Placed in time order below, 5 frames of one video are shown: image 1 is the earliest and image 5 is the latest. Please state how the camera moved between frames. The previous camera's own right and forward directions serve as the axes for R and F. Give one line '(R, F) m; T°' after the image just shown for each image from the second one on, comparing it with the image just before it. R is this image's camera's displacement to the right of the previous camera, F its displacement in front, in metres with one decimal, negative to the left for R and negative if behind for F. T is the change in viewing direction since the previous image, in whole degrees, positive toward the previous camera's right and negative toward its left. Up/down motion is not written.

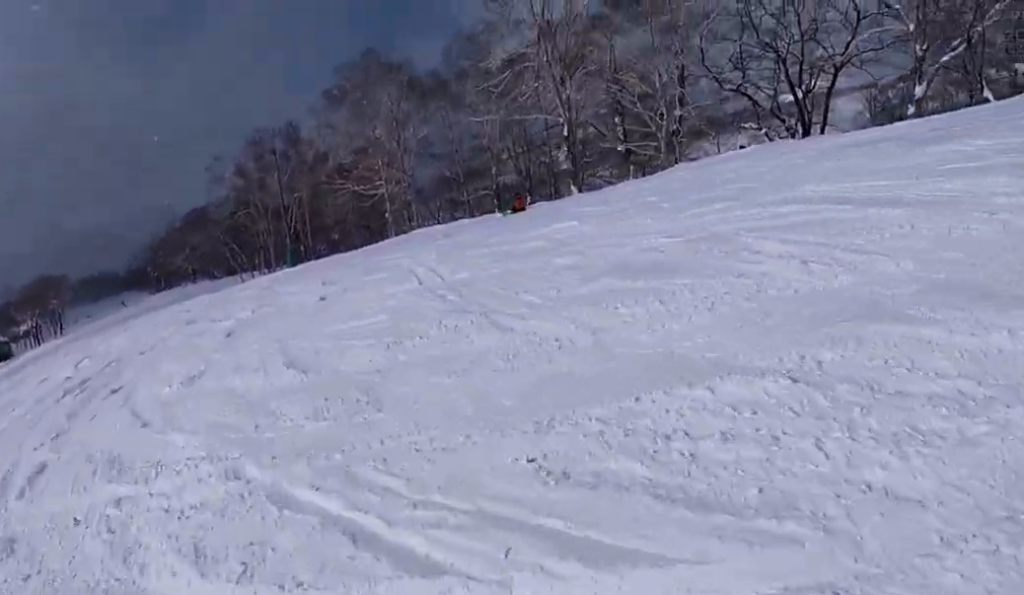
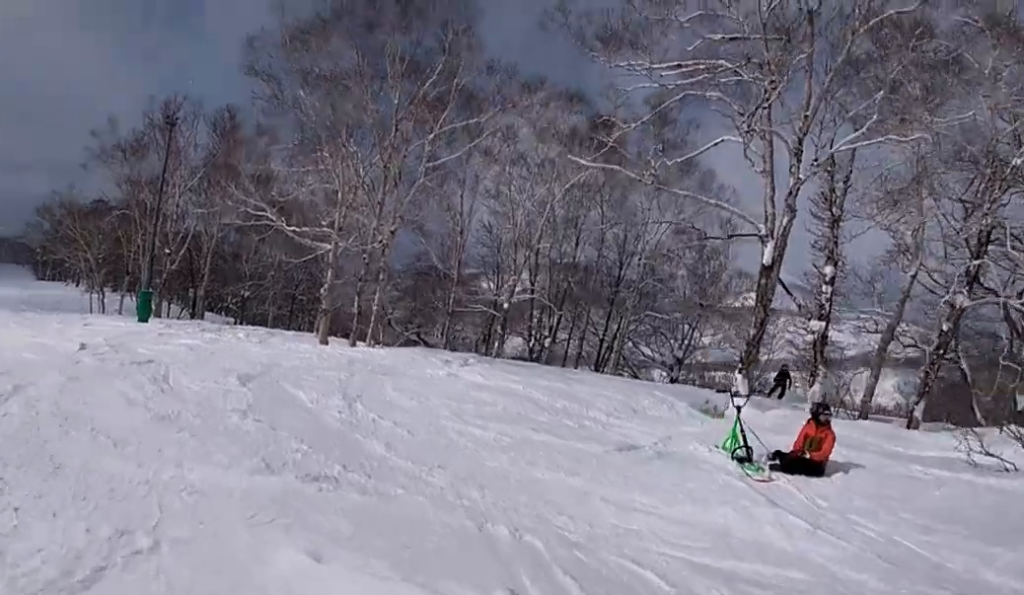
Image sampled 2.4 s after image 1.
(-0.9, +21.1) m; -25°
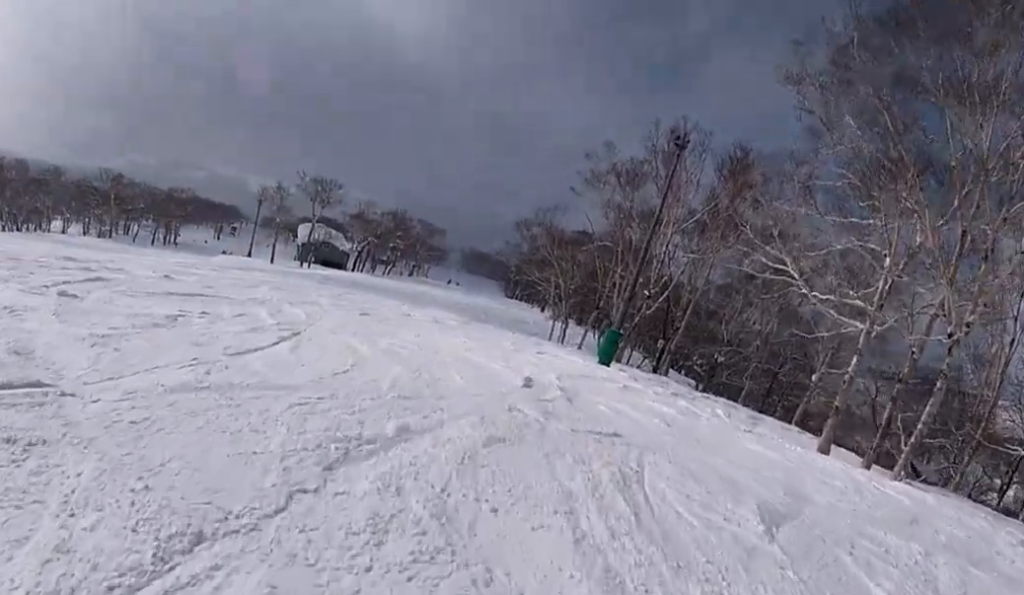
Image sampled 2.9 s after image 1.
(-0.4, +4.2) m; -9°
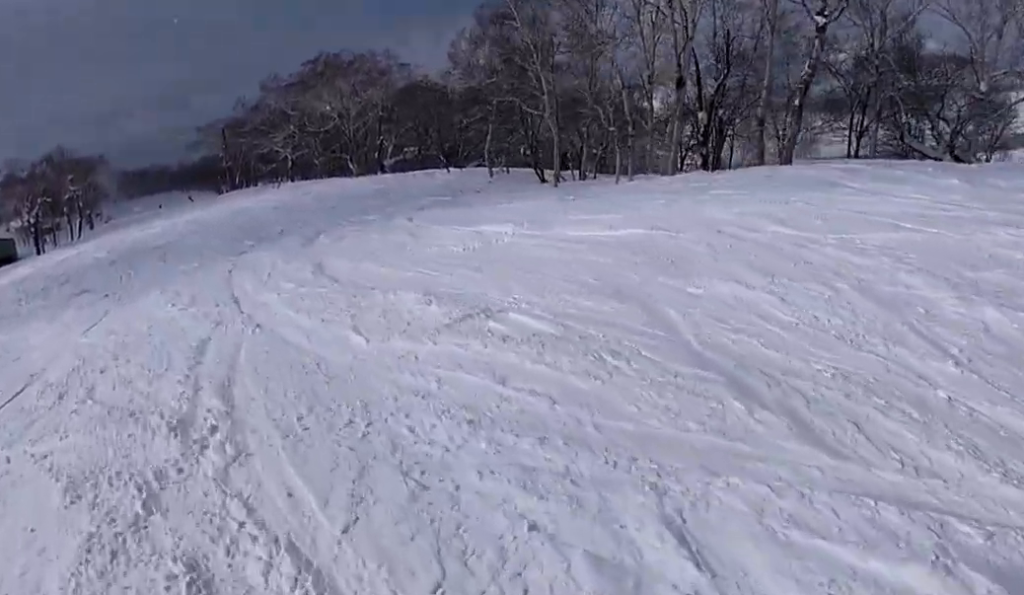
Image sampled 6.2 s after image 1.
(+1.1, +26.3) m; +27°
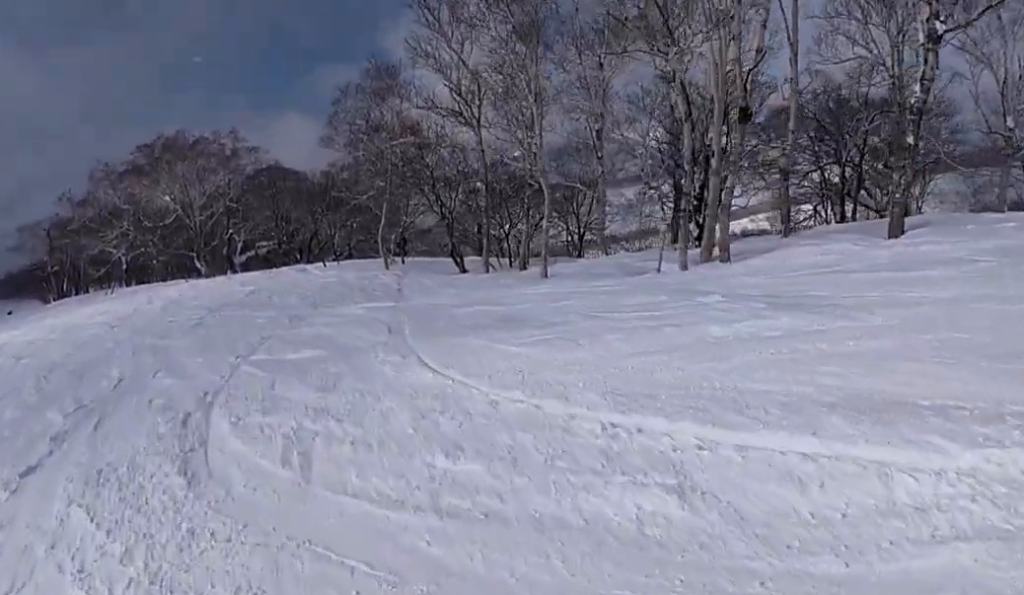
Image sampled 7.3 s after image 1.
(+1.1, +9.3) m; +9°
